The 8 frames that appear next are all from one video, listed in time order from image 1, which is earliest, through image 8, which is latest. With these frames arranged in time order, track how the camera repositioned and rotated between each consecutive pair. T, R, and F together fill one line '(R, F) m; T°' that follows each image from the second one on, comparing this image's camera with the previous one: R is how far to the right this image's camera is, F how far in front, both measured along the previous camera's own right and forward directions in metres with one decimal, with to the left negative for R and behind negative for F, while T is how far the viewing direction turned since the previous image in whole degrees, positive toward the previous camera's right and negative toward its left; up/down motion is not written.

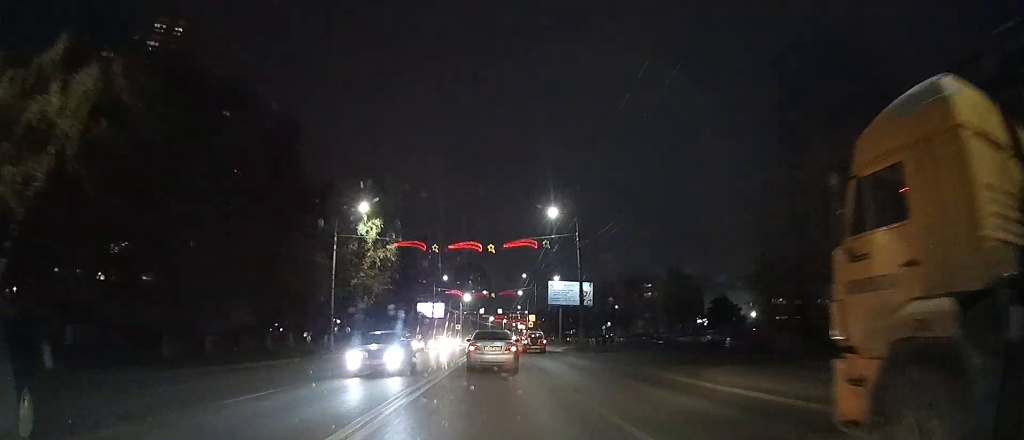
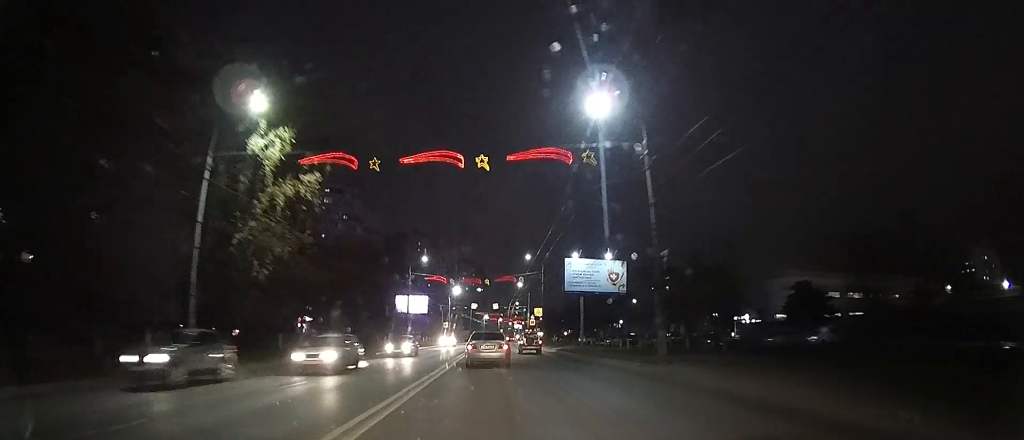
(-0.2, +20.4) m; -1°
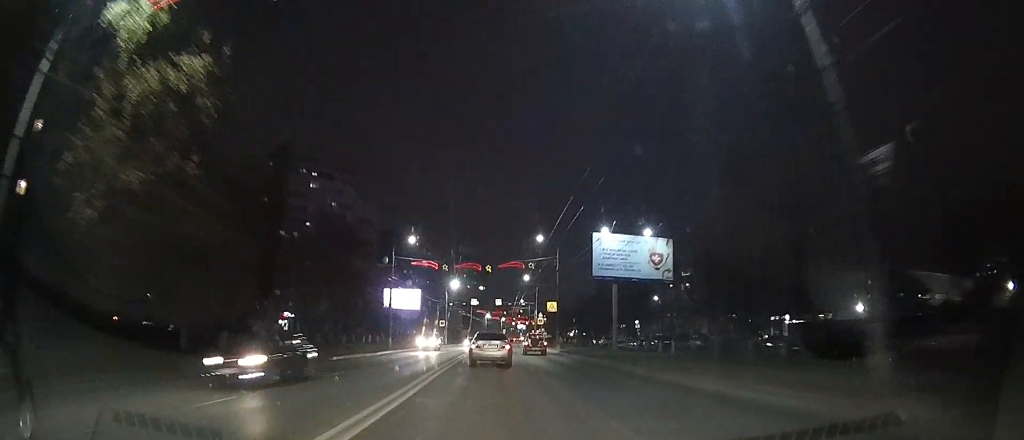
(-0.2, +12.5) m; -1°
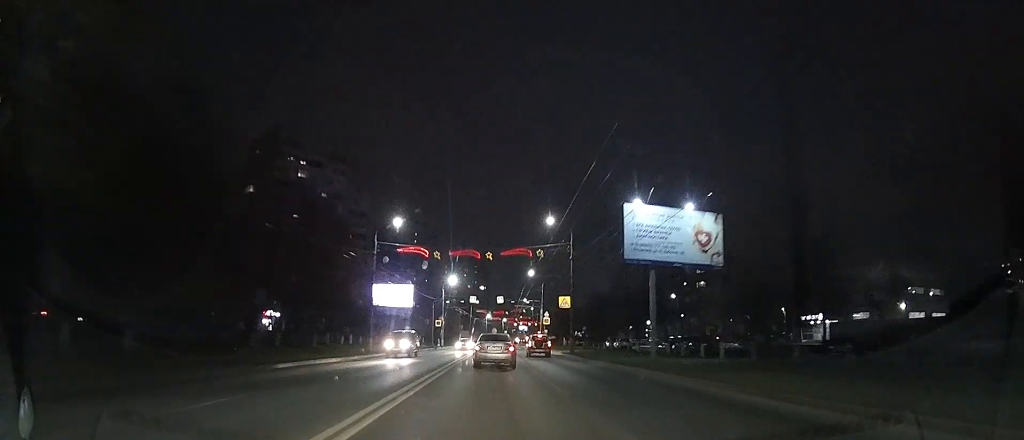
(0.0, +8.2) m; 0°
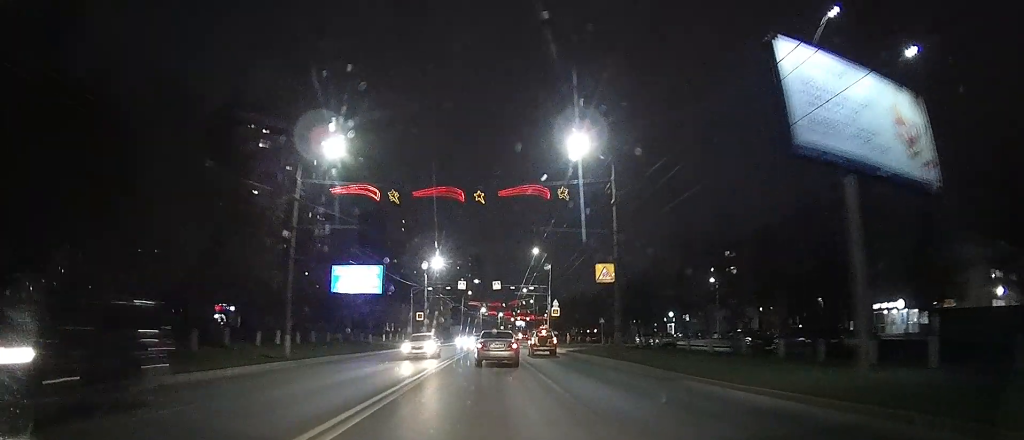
(+0.1, +15.4) m; +1°
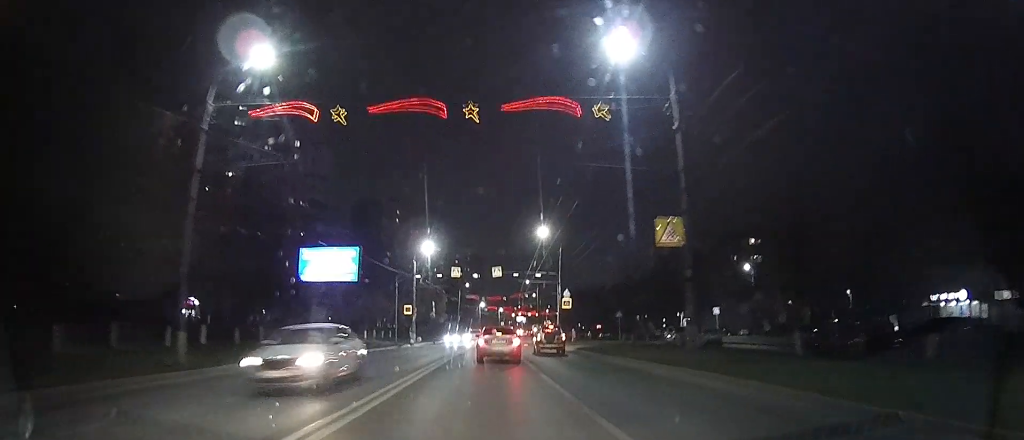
(+0.1, +8.7) m; 0°
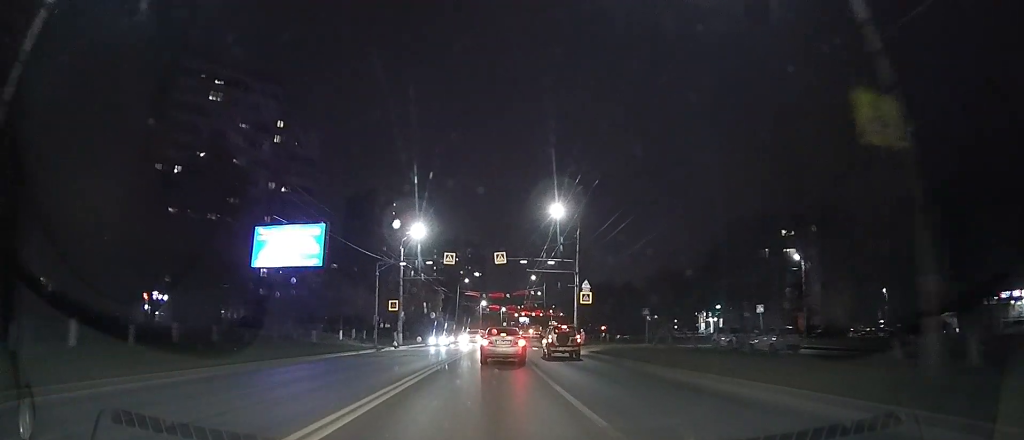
(0.0, +8.9) m; 0°
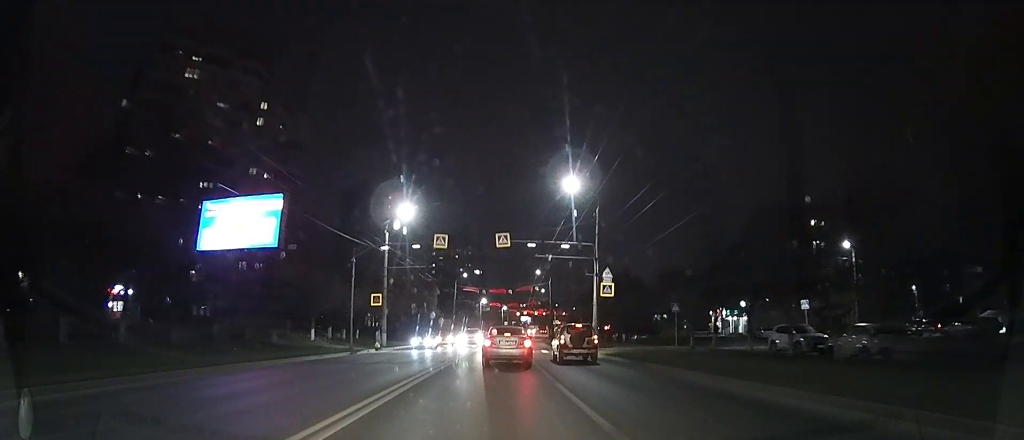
(0.0, +7.2) m; 0°
